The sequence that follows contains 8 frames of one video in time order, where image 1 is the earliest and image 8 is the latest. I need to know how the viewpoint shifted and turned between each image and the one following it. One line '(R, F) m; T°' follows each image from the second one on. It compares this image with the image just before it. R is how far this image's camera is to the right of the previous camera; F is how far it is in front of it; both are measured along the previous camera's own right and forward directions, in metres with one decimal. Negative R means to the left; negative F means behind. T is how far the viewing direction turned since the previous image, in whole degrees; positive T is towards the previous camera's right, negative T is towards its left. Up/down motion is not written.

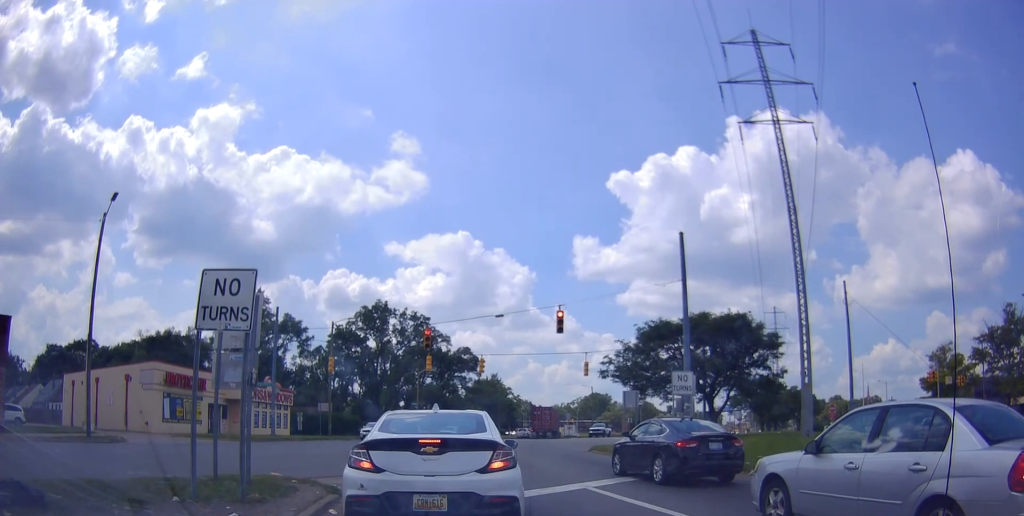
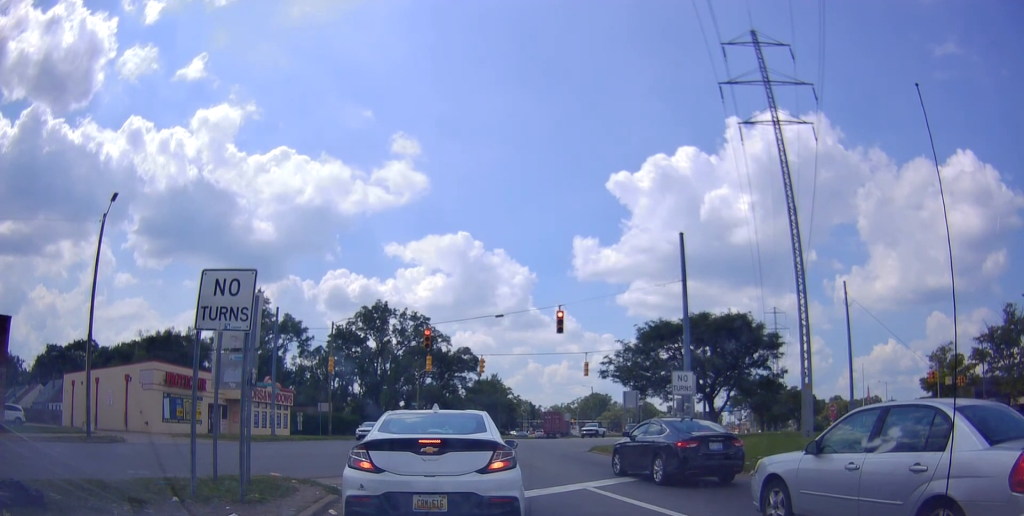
(0.0, 0.0) m; 0°
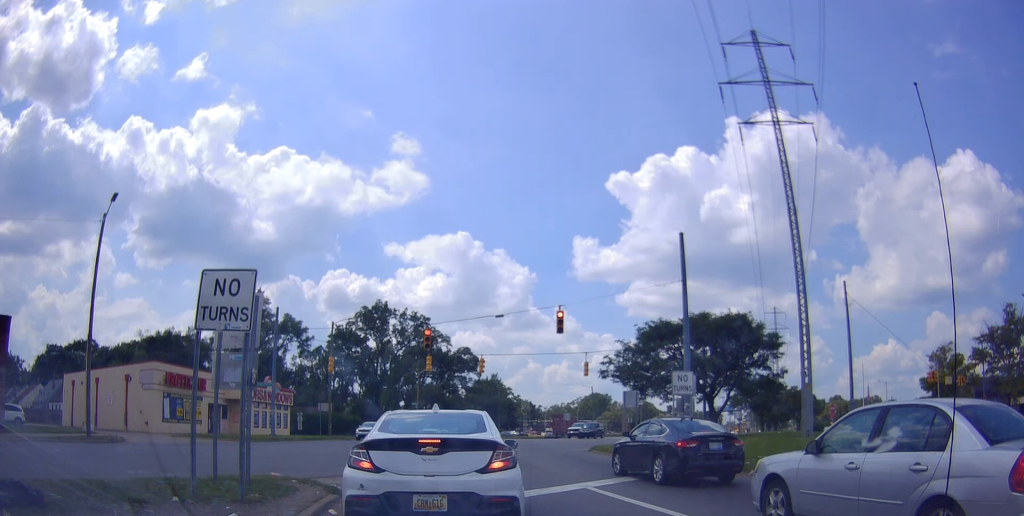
(0.0, 0.0) m; 0°
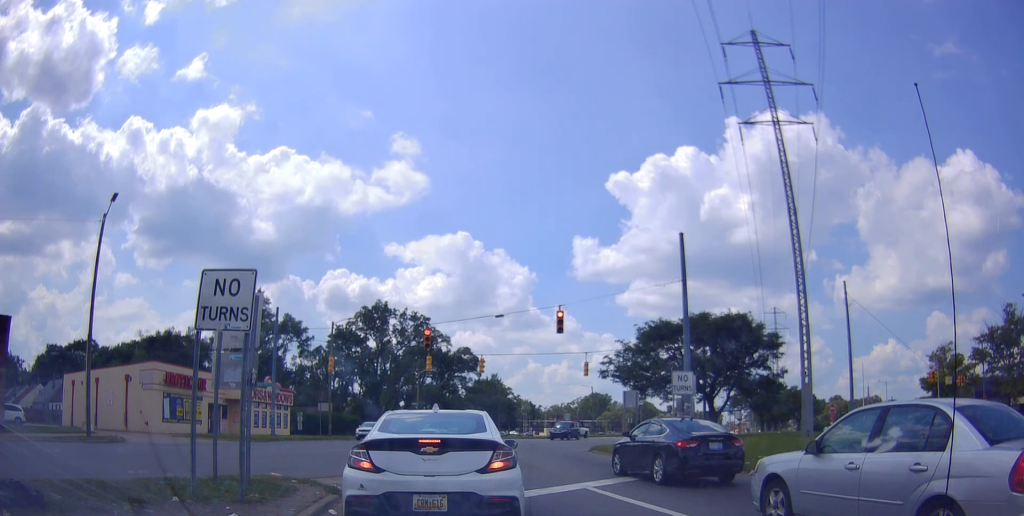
(0.0, 0.0) m; 0°
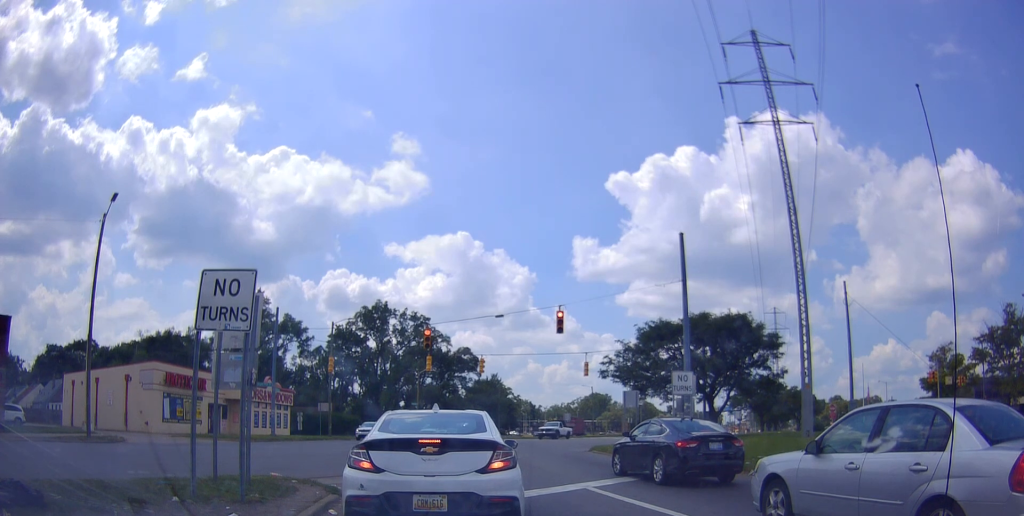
(0.0, 0.0) m; 0°
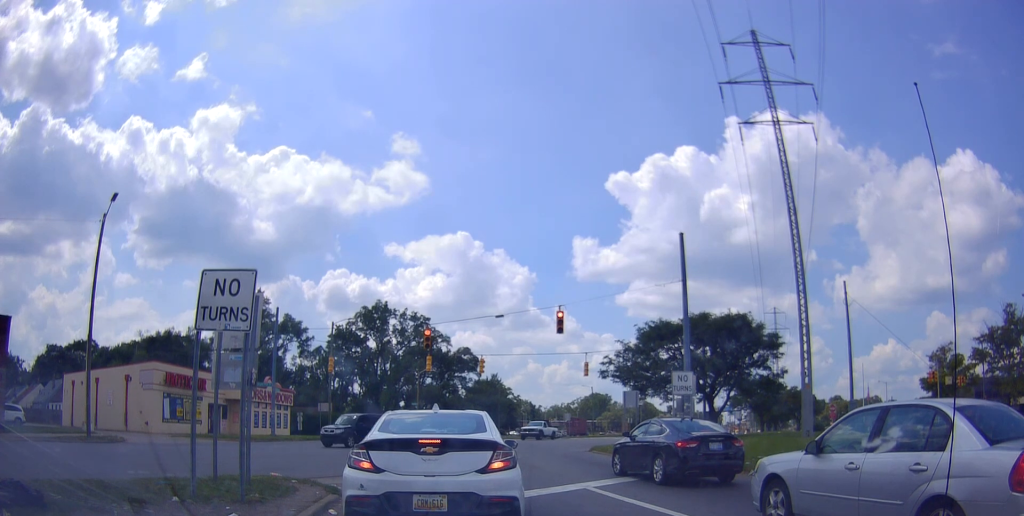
(0.0, 0.0) m; 0°
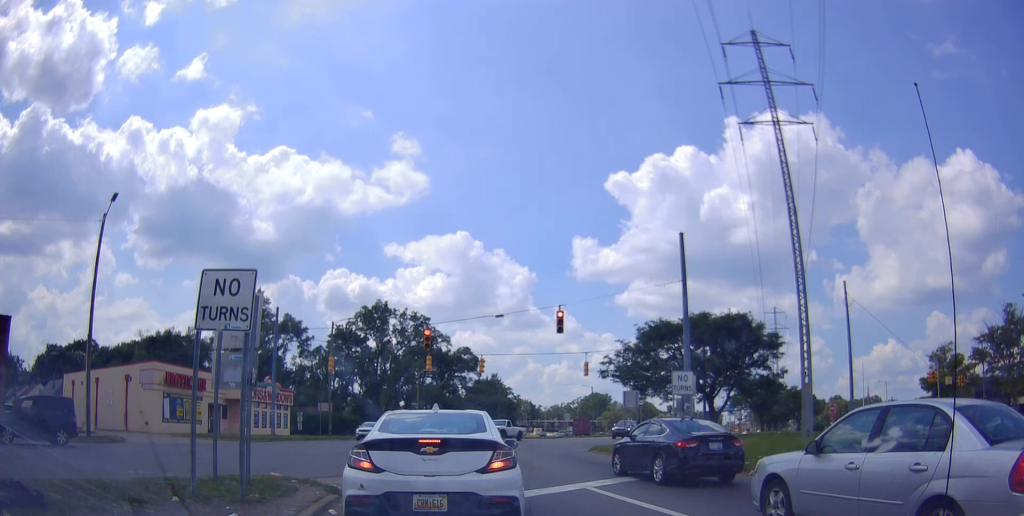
(0.0, 0.0) m; 0°
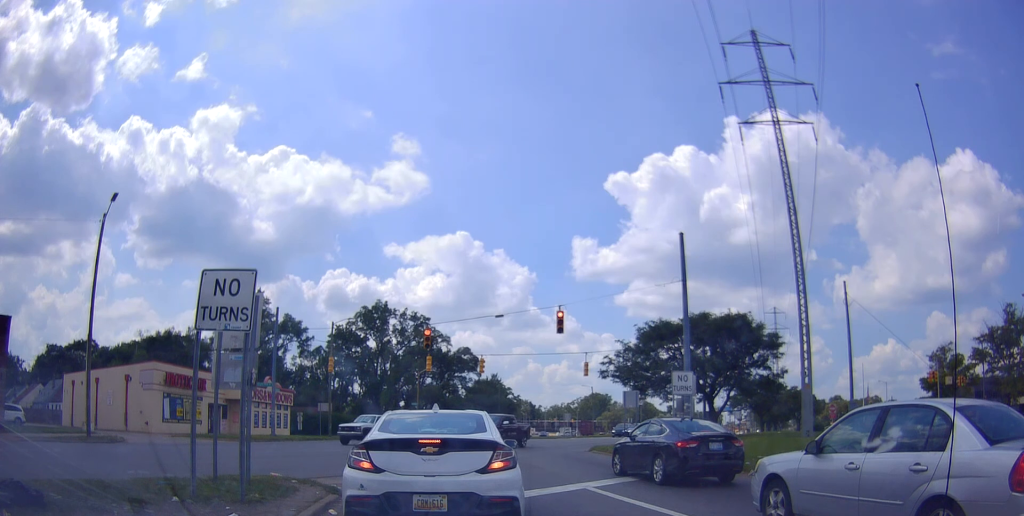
(0.0, 0.0) m; 0°
